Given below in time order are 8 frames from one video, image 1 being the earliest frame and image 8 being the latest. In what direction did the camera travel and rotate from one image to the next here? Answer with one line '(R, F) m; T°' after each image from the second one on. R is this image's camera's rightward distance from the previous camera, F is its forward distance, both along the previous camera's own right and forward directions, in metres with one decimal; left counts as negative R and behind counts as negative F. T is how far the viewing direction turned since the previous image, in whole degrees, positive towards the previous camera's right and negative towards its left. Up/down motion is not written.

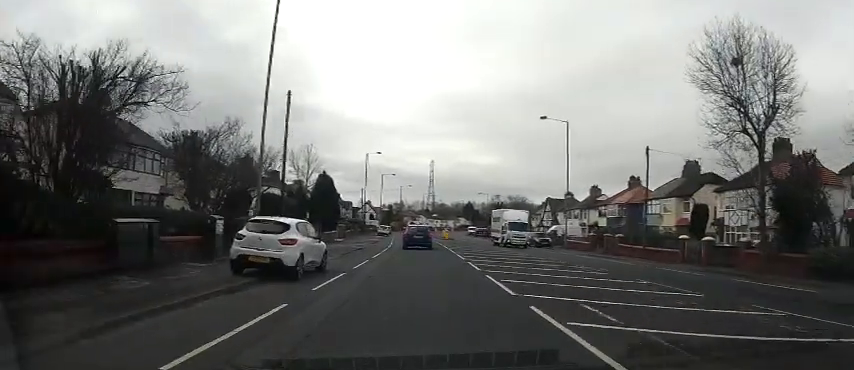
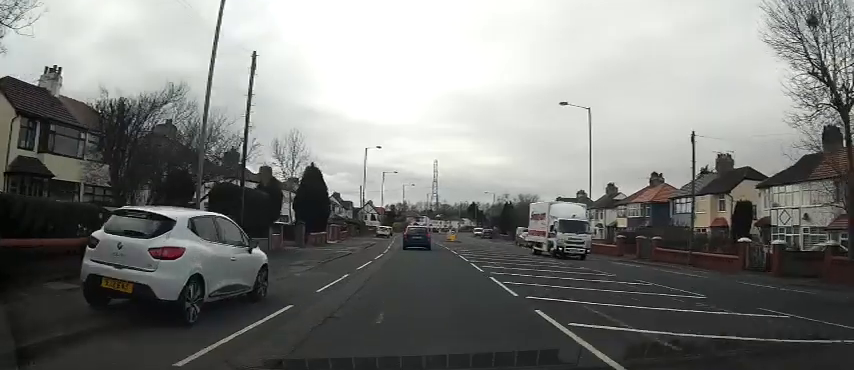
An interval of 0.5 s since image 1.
(0.0, +6.2) m; -1°
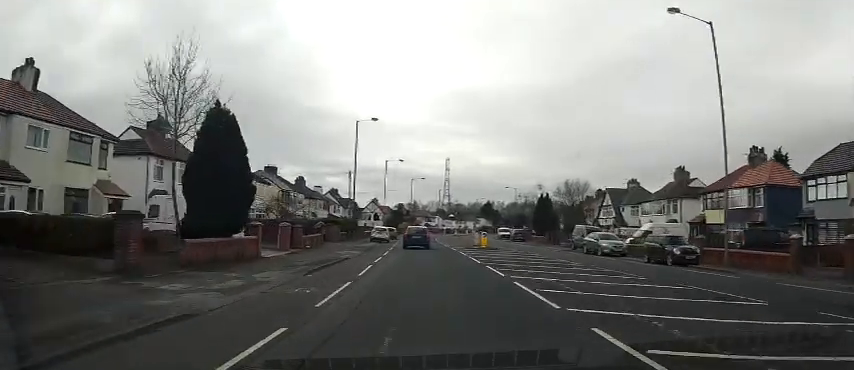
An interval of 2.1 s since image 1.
(-0.4, +19.9) m; -2°
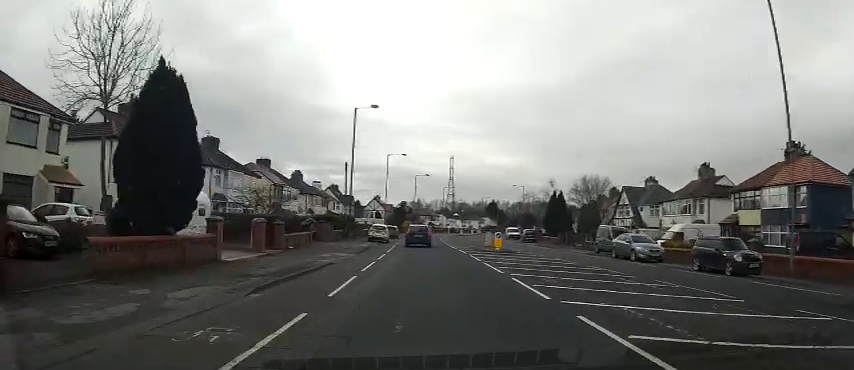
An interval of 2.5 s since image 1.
(0.0, +5.3) m; 0°
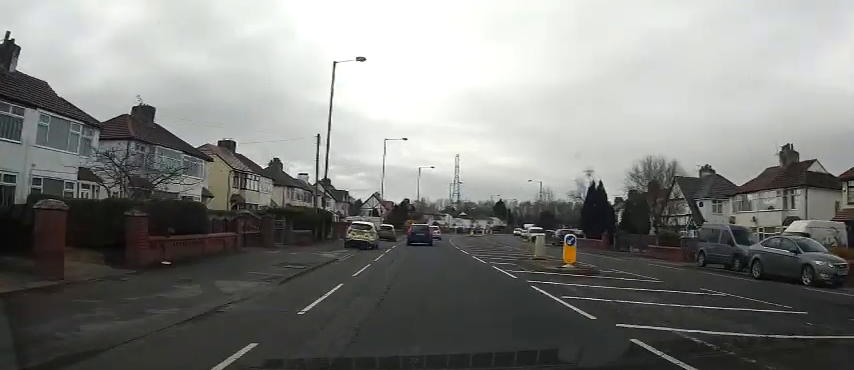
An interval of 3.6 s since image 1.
(0.0, +14.5) m; 0°
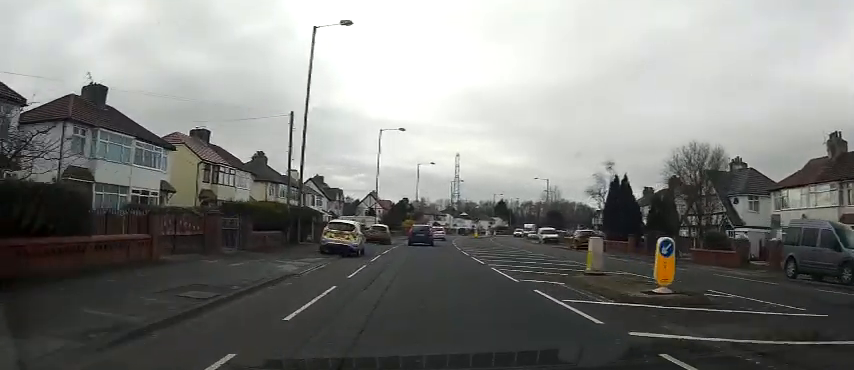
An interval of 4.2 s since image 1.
(0.0, +6.9) m; 0°
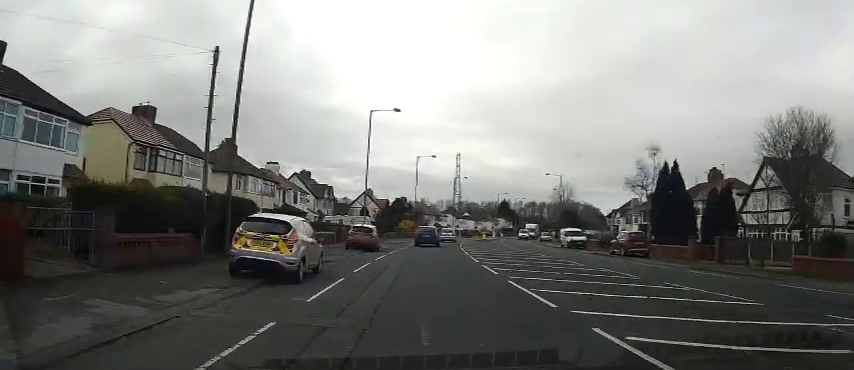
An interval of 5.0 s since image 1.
(0.0, +10.4) m; 0°
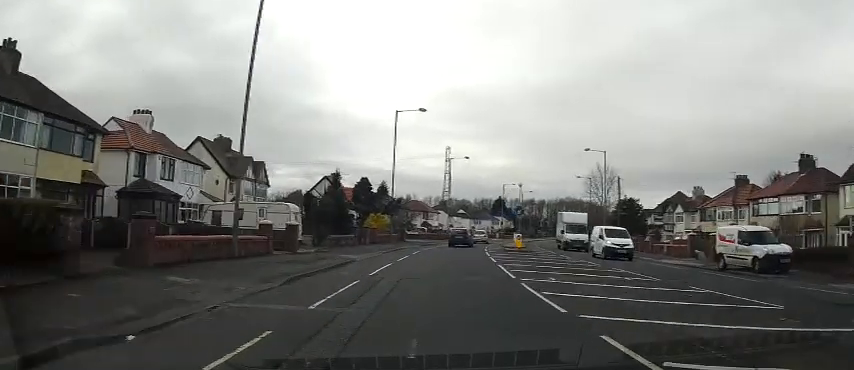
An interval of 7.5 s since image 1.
(+0.1, +30.6) m; +2°
